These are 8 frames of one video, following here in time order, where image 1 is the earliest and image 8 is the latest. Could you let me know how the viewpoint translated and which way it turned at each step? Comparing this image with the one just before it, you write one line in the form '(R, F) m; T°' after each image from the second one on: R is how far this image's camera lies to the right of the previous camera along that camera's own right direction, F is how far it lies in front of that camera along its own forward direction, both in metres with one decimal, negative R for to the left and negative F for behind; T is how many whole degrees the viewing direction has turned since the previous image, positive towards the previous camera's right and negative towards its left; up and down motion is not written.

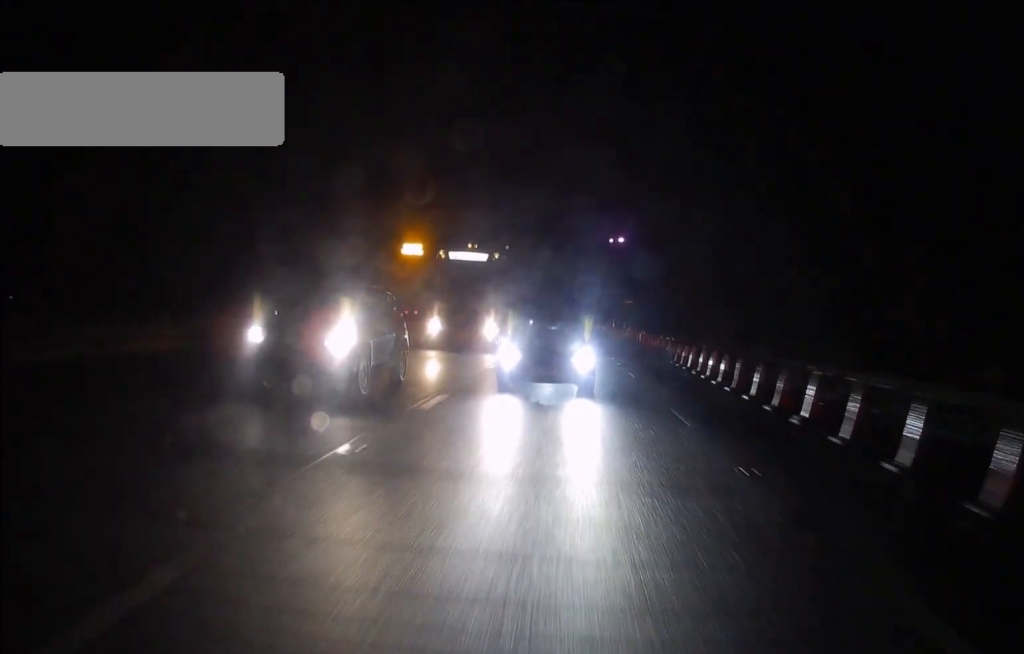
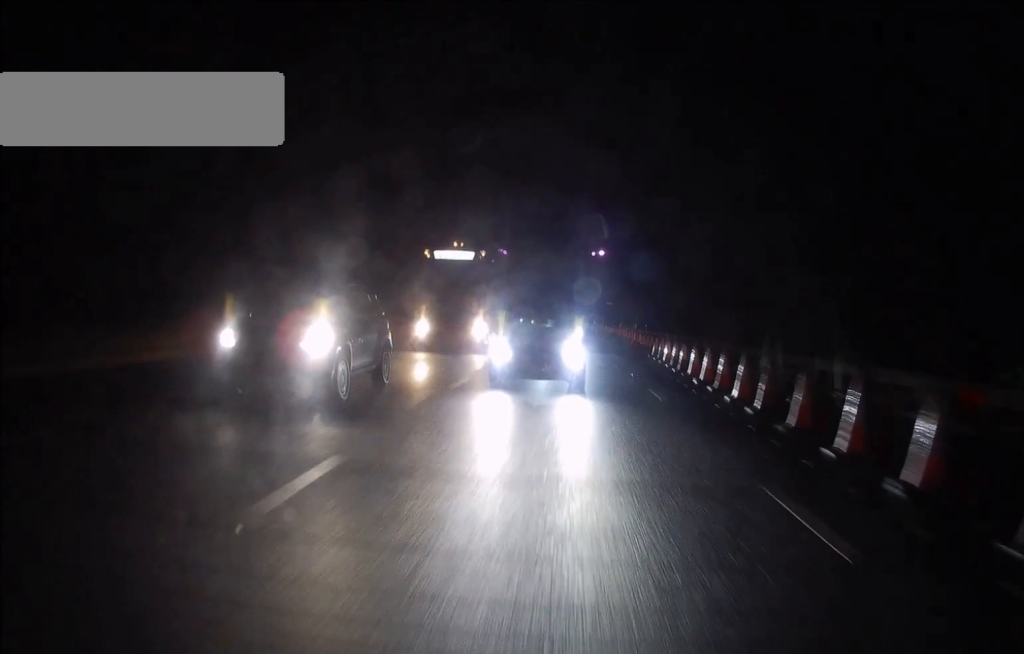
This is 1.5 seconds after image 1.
(0.0, +30.6) m; 0°
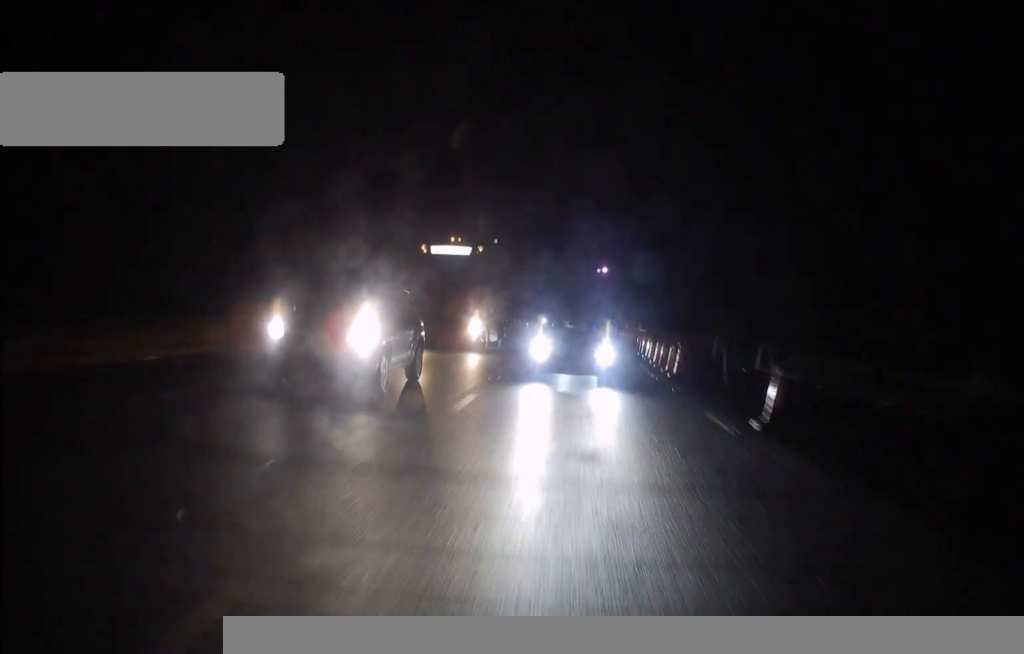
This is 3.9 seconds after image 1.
(+0.2, +50.7) m; 0°
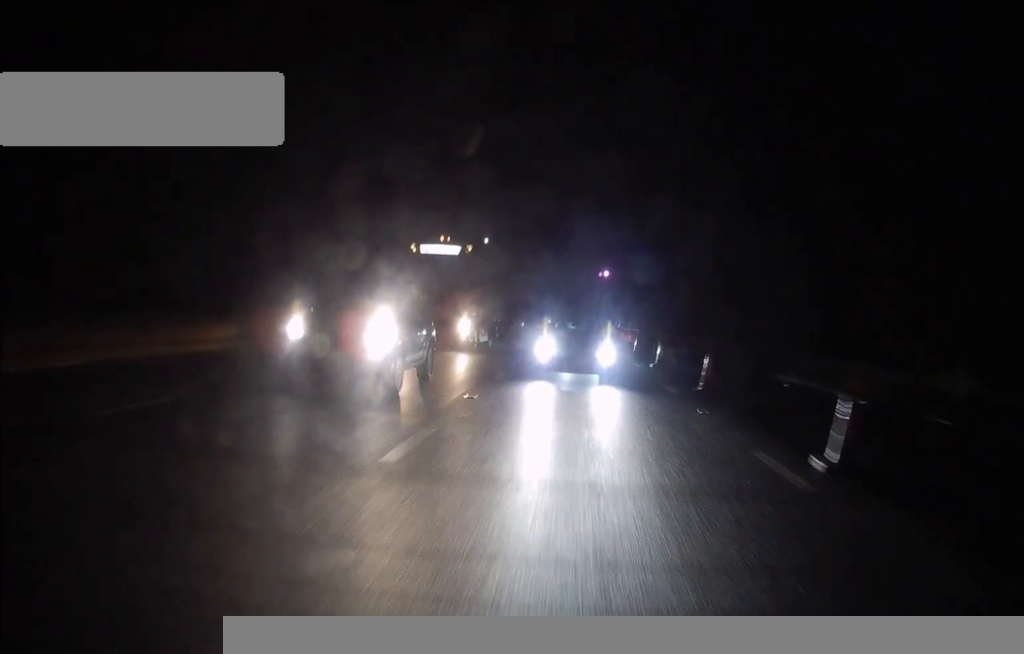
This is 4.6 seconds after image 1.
(-0.3, +15.0) m; 0°
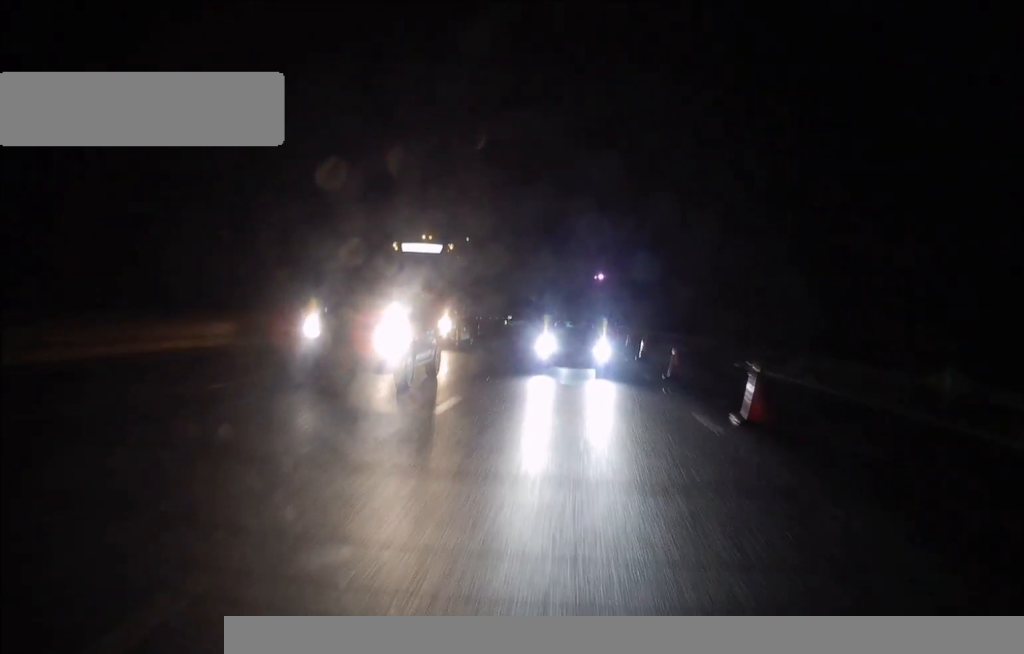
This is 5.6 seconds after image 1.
(+0.3, +20.4) m; 0°
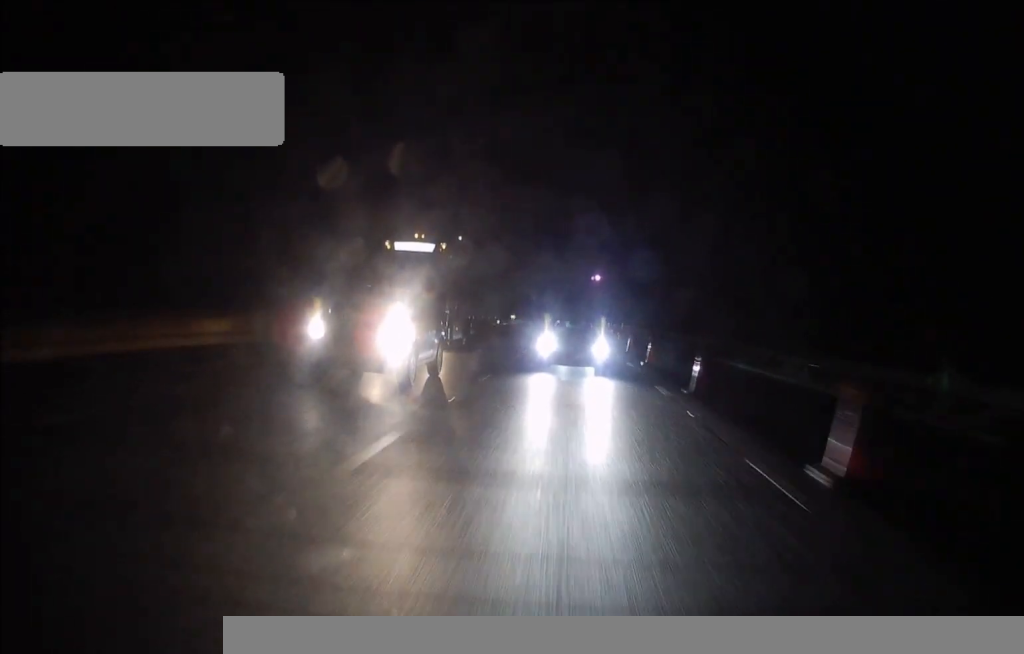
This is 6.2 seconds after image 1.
(-0.1, +14.7) m; 0°
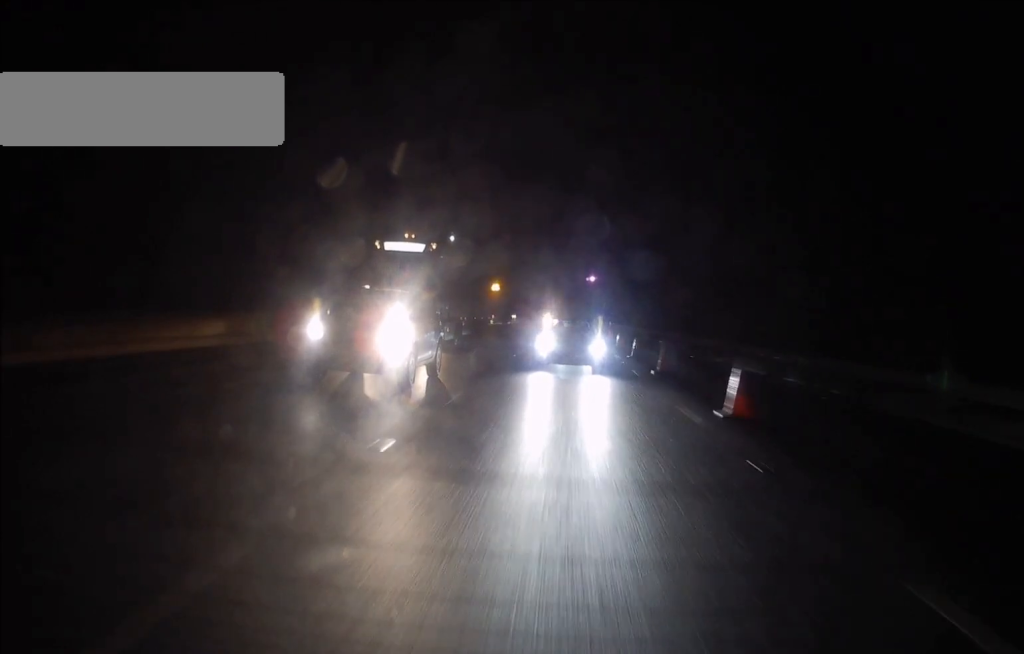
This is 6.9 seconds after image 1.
(-0.1, +14.7) m; 0°
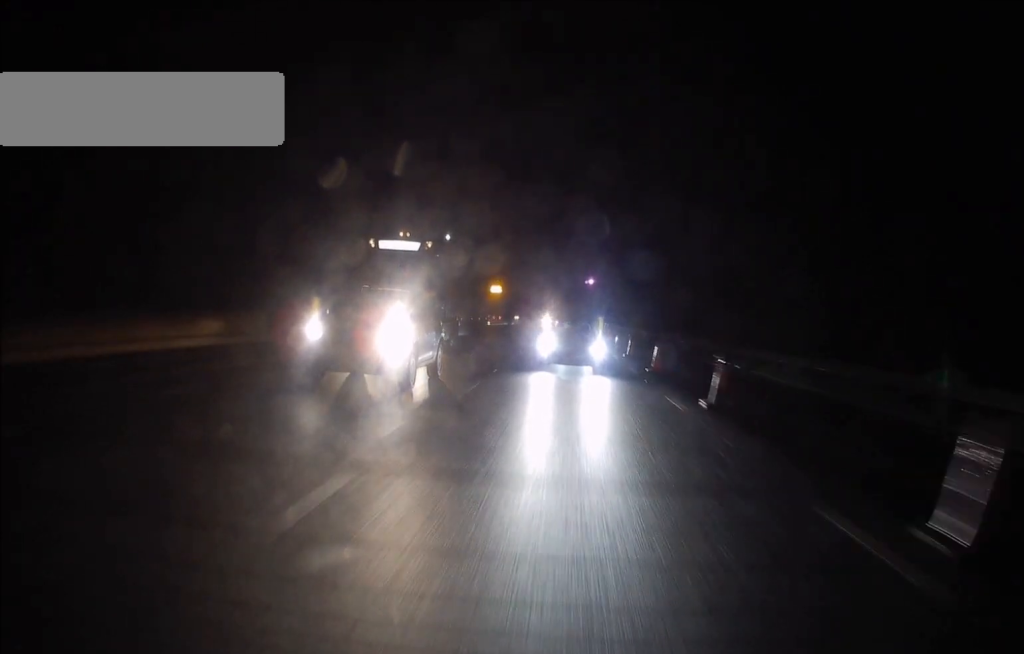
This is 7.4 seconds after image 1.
(0.0, +10.2) m; 0°
